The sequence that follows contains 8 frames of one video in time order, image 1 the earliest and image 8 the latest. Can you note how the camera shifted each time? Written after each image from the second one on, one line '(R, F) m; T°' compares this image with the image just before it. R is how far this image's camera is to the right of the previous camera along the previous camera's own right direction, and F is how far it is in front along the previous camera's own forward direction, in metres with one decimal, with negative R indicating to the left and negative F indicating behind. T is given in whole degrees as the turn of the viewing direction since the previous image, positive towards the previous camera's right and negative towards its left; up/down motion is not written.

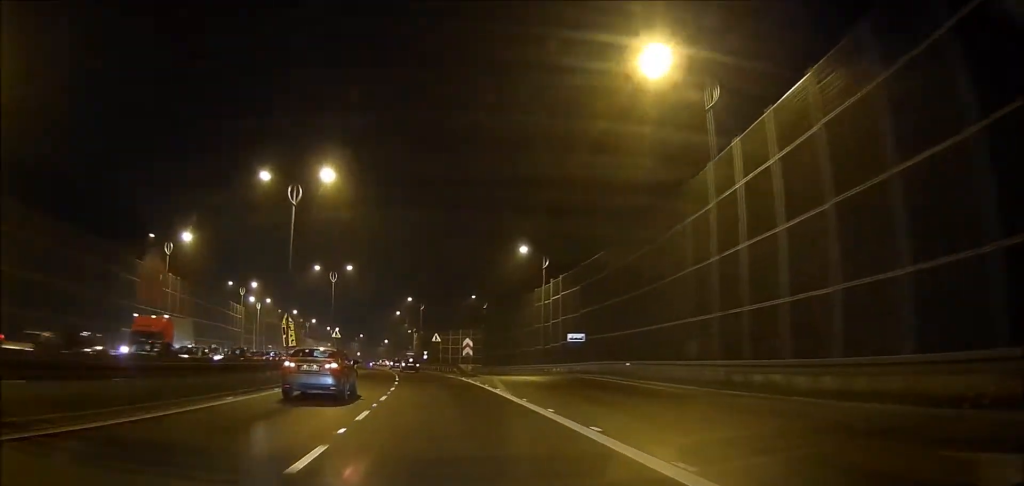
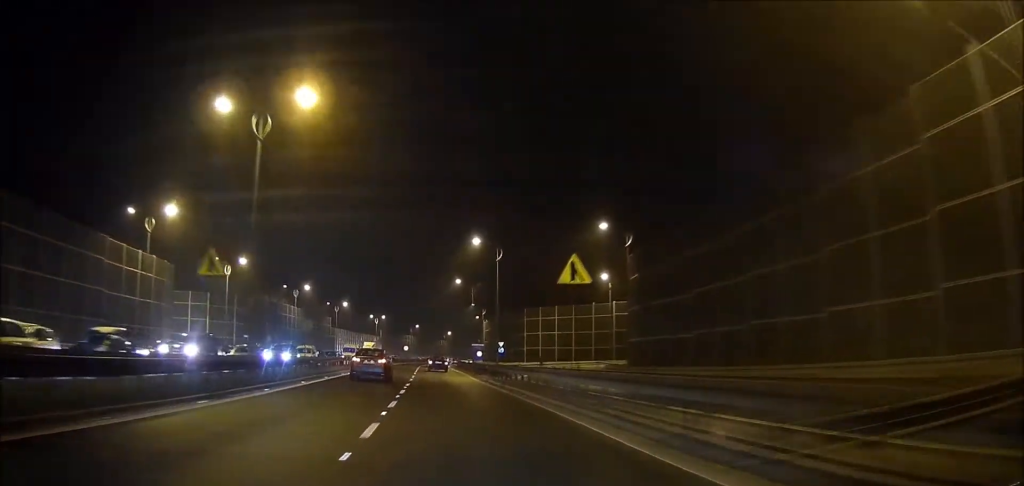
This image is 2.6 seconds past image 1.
(-3.7, +51.5) m; -7°
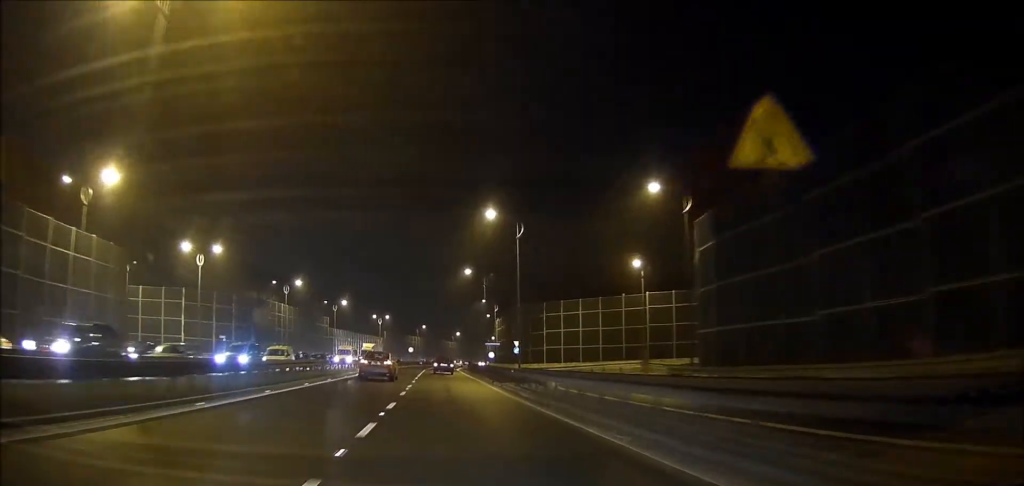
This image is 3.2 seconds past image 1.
(+0.1, +11.8) m; -1°
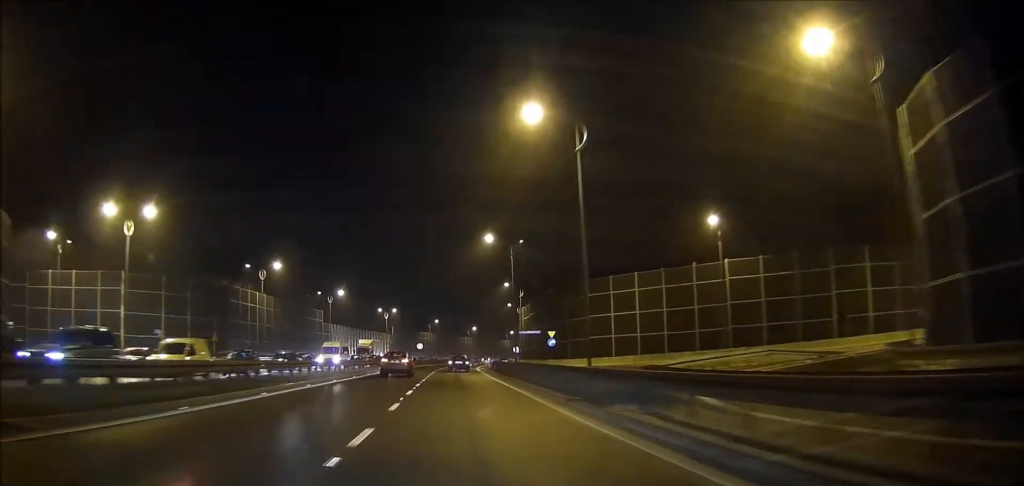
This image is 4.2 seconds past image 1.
(-0.4, +19.6) m; -1°
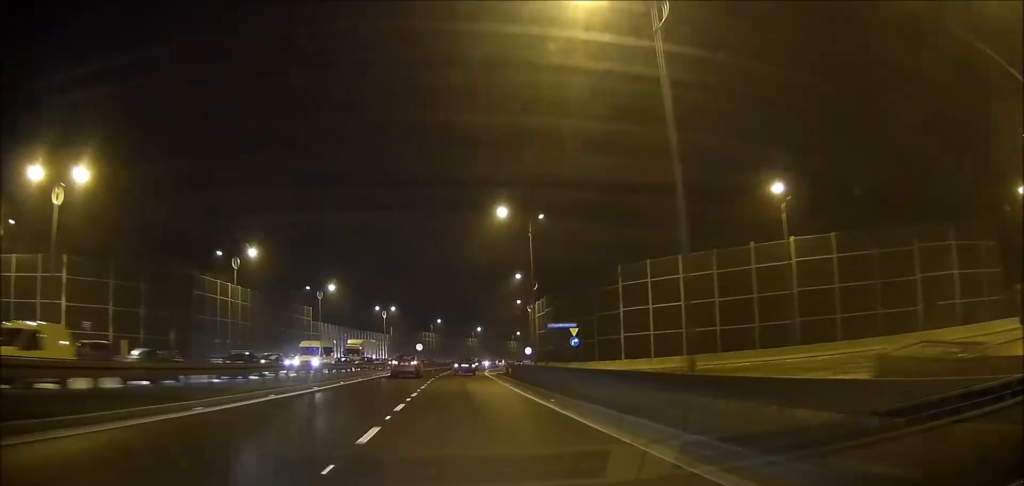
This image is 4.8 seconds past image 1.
(0.0, +11.7) m; 0°
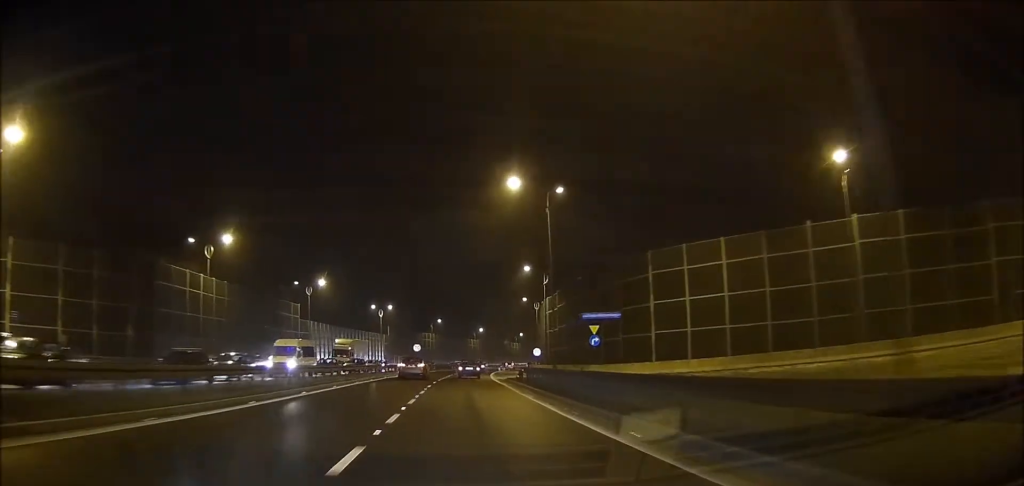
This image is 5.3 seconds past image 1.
(0.0, +8.4) m; 0°
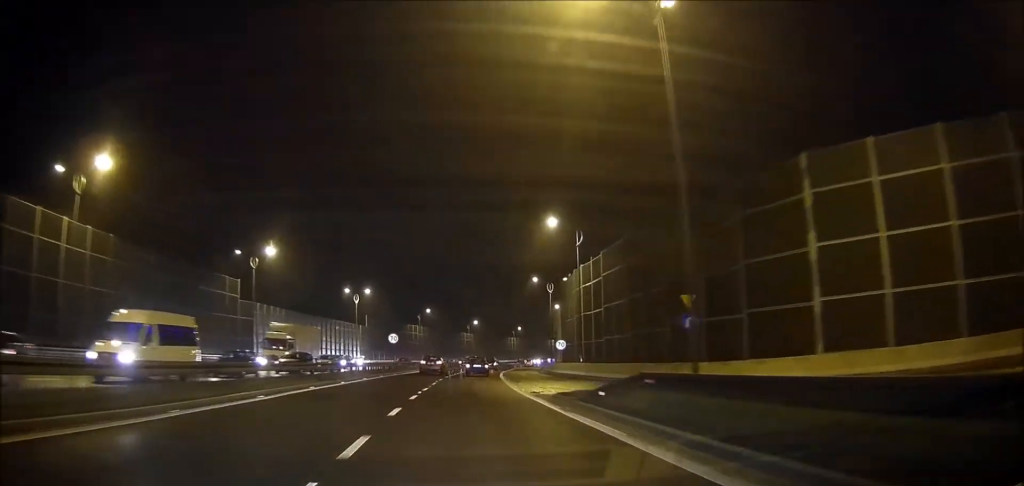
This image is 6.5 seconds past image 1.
(+0.2, +23.2) m; 0°
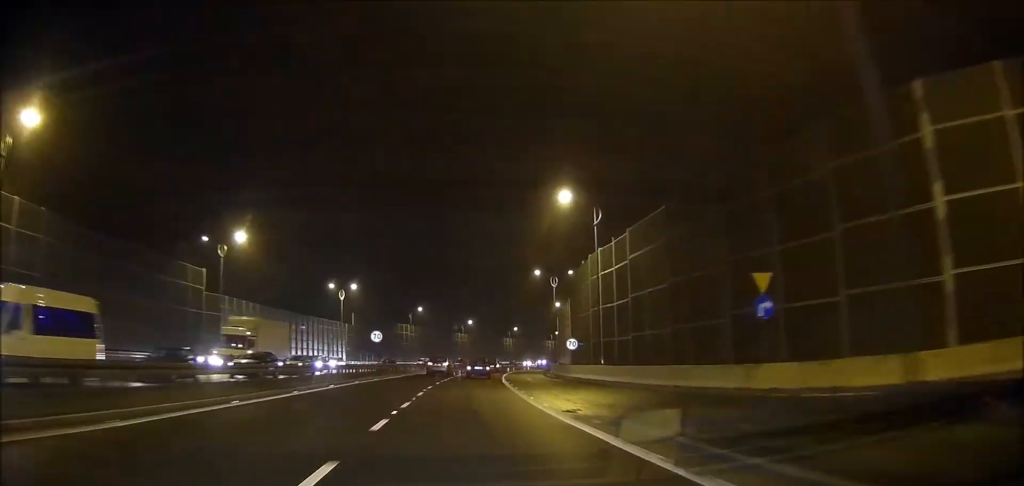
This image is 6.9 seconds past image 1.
(0.0, +8.4) m; 0°
